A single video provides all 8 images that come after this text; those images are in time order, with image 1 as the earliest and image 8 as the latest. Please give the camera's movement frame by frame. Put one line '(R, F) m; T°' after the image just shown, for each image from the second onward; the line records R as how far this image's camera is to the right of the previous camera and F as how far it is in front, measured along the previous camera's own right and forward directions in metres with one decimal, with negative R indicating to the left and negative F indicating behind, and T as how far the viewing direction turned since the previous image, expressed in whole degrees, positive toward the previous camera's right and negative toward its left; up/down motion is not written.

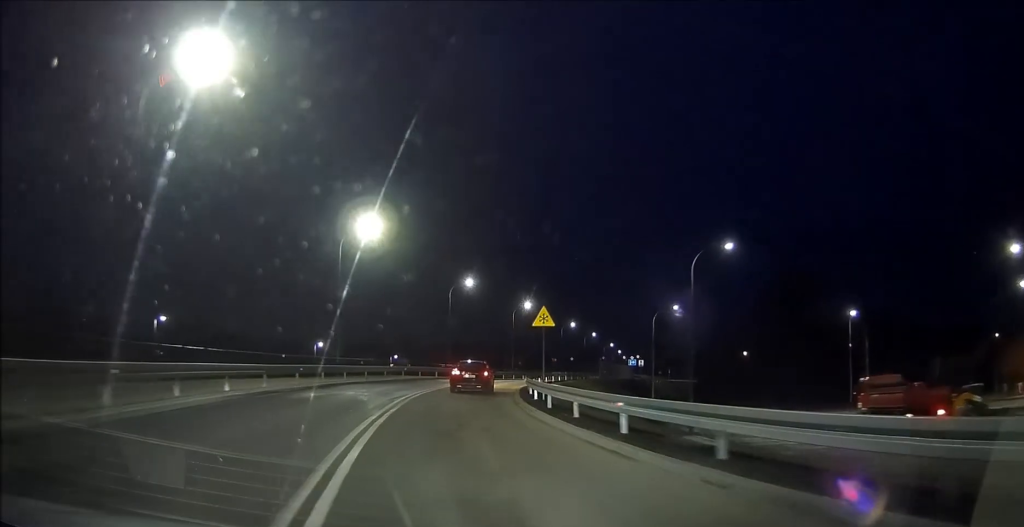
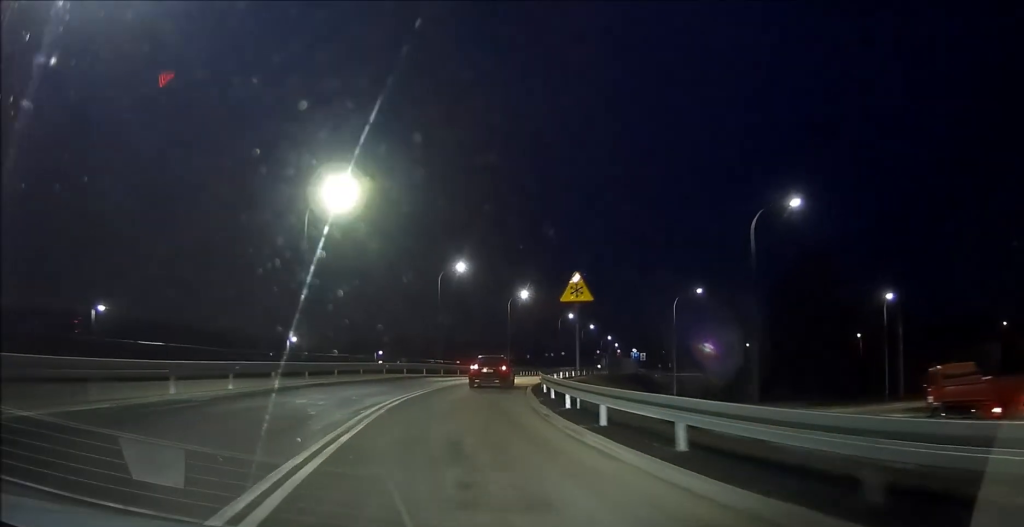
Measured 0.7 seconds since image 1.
(-0.1, +7.3) m; +1°
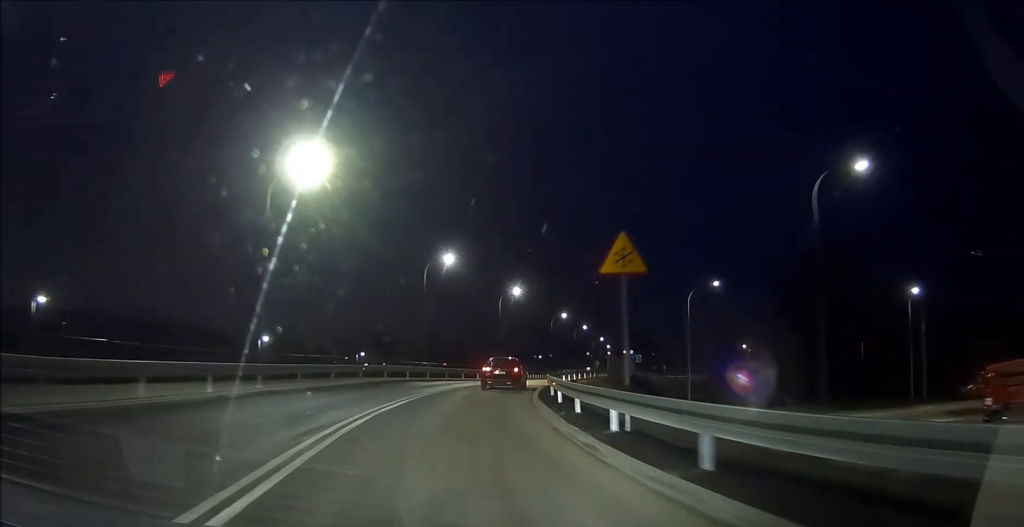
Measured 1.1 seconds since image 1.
(+0.2, +5.2) m; +1°
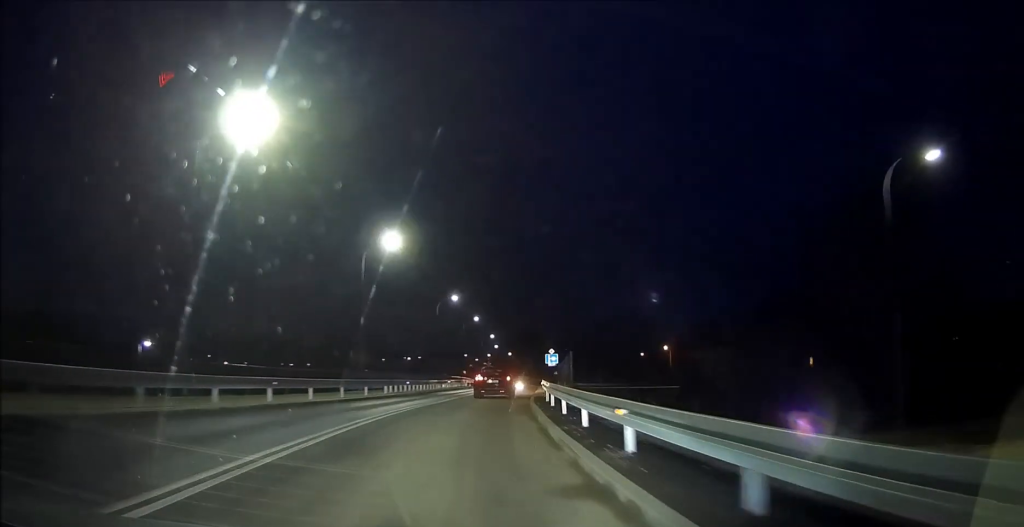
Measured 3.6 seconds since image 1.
(+0.7, +28.8) m; +5°
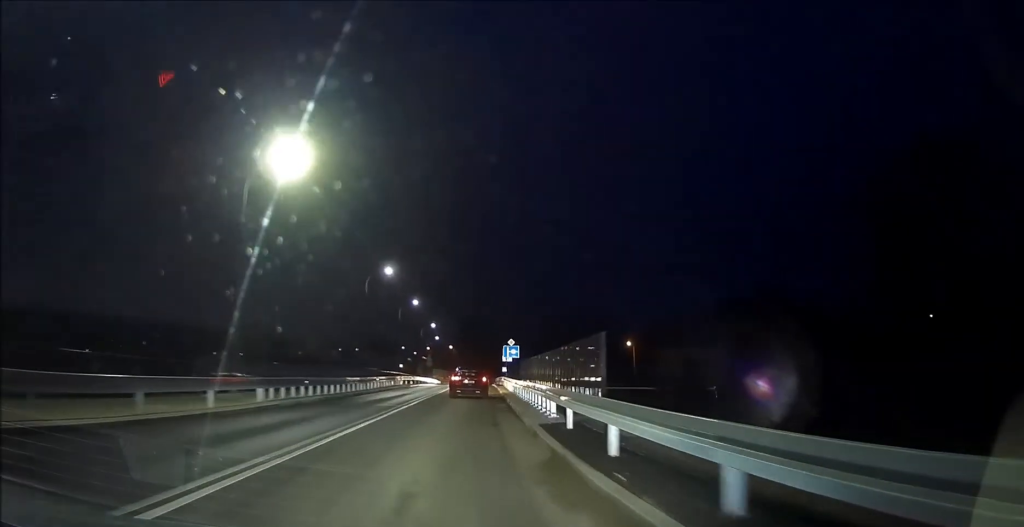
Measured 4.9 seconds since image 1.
(+1.4, +15.5) m; +9°
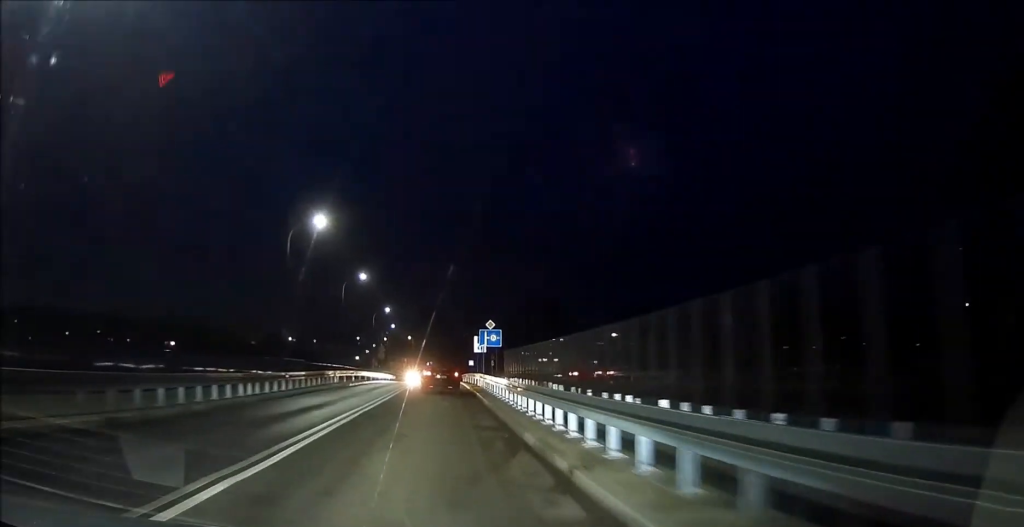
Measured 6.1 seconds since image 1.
(+0.8, +16.6) m; +3°
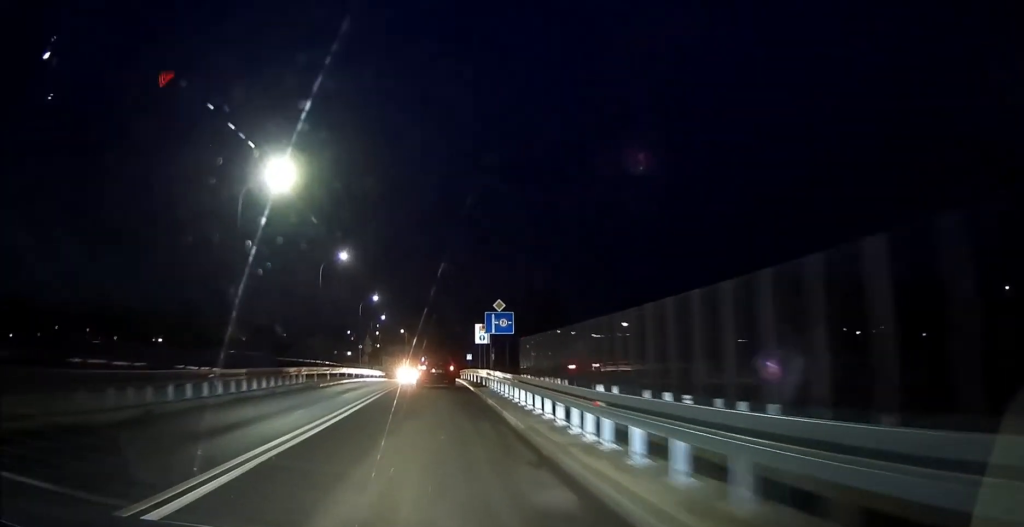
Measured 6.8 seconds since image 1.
(0.0, +9.2) m; 0°
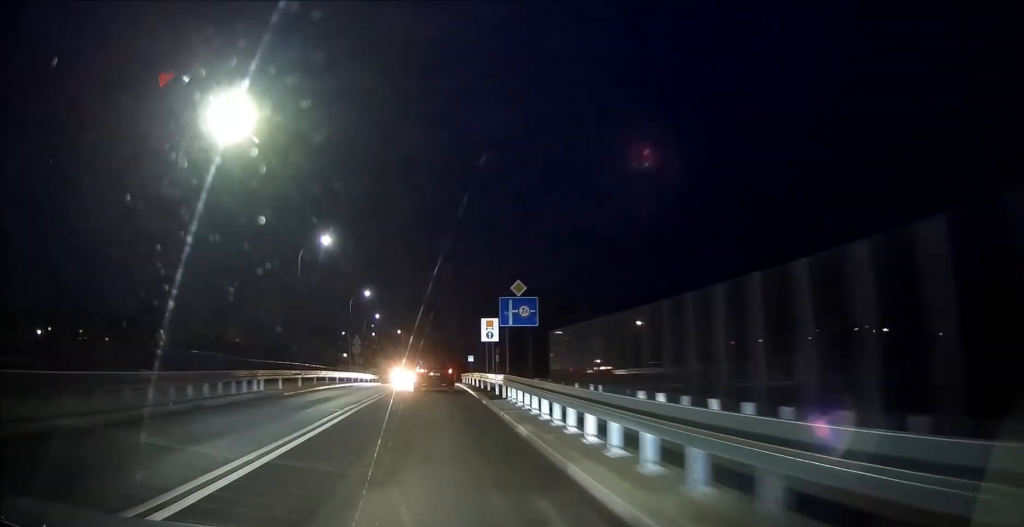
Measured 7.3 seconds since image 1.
(0.0, +7.9) m; +1°
